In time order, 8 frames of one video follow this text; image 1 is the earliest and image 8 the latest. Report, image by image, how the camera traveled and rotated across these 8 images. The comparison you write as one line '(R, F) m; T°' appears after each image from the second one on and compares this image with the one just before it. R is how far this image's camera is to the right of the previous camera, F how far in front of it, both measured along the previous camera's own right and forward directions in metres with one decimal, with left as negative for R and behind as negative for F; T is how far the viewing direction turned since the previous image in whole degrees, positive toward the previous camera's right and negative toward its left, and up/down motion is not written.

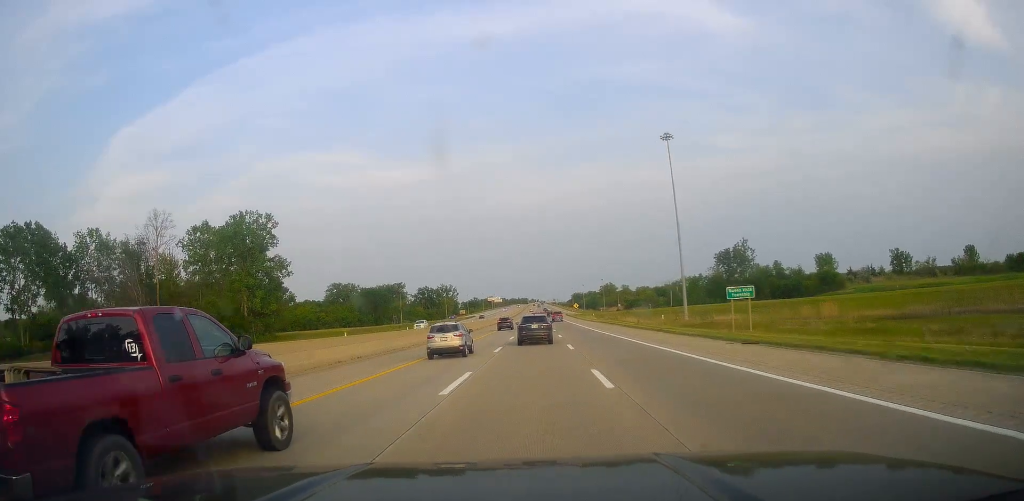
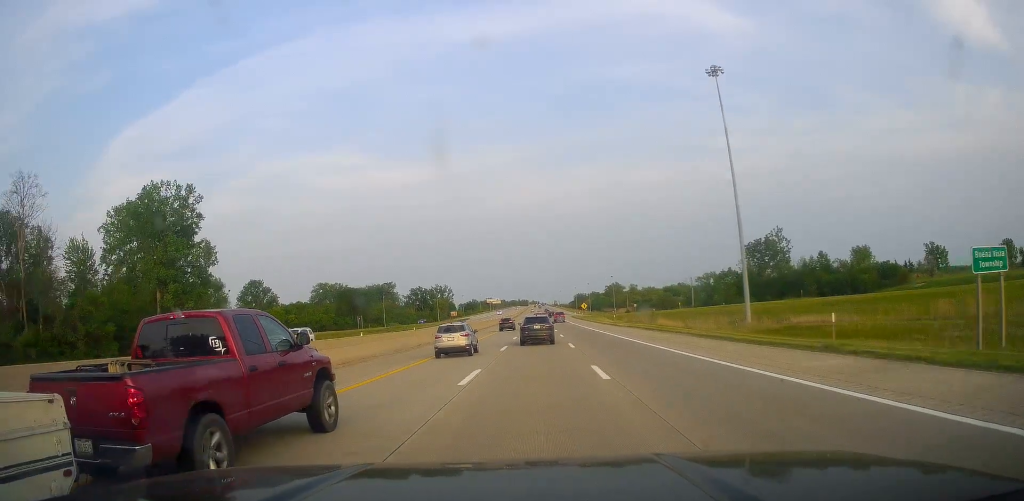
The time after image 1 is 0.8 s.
(-0.1, +28.5) m; 0°
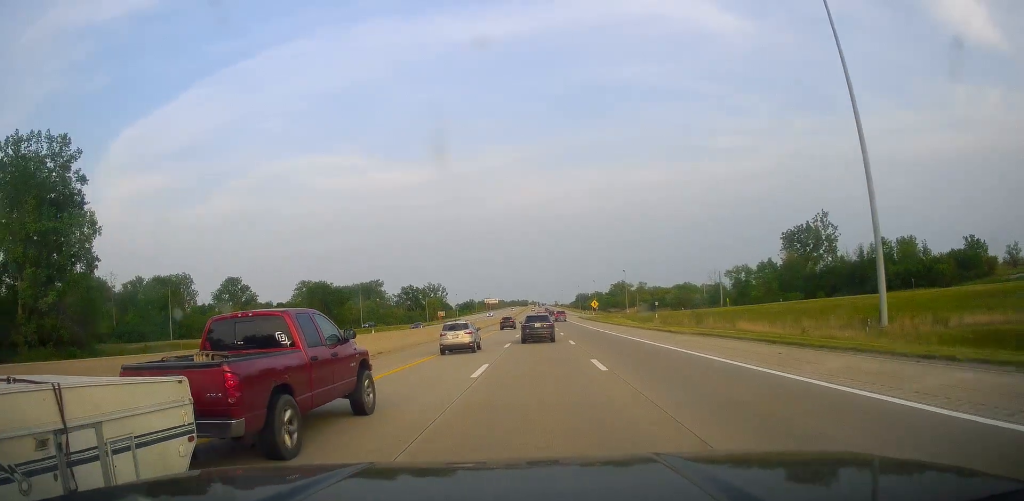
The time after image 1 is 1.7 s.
(+0.3, +28.5) m; +1°
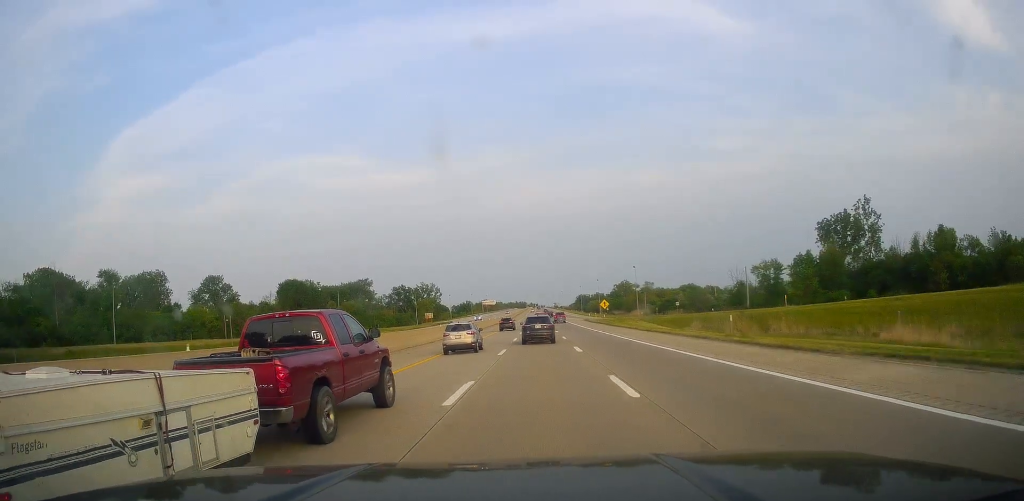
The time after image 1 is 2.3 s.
(+0.4, +20.5) m; 0°
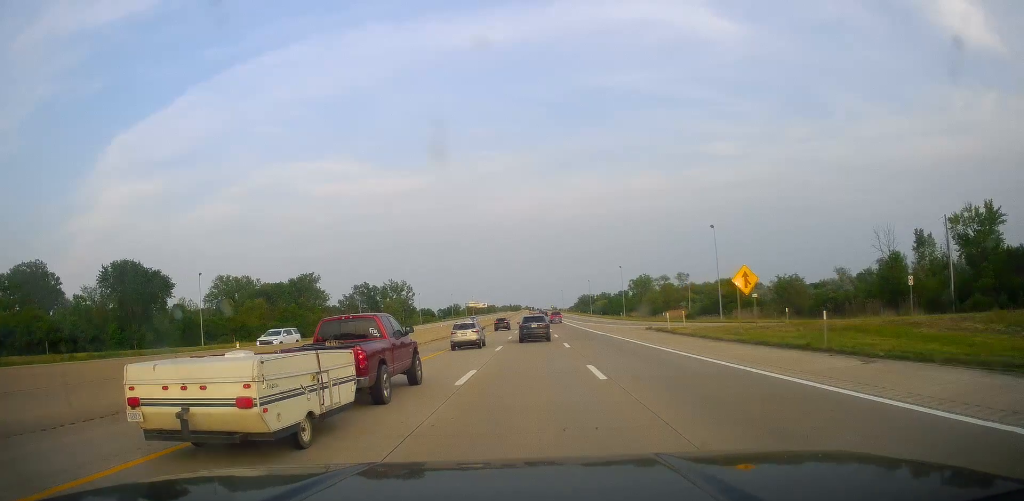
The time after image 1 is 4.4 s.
(-1.1, +72.9) m; -1°
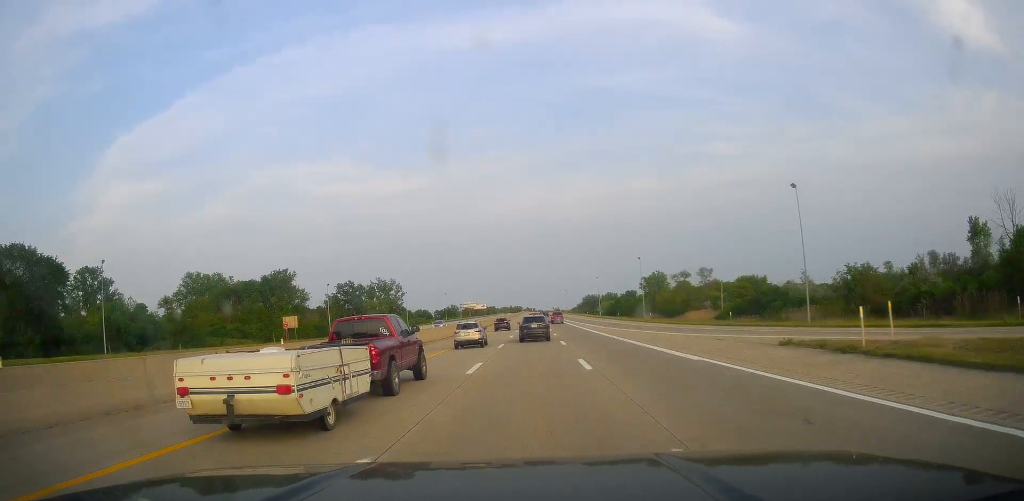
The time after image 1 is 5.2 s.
(-0.3, +27.4) m; 0°
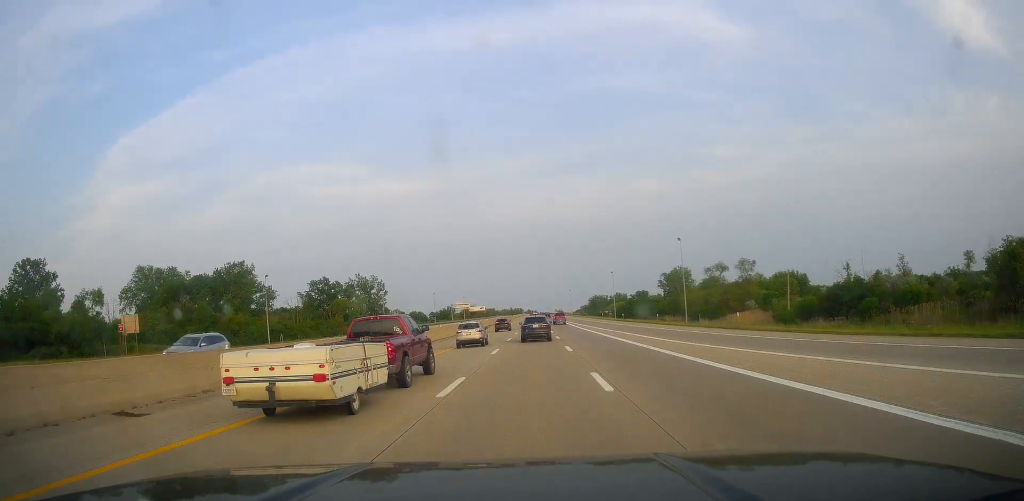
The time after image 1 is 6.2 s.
(+0.4, +35.5) m; +1°
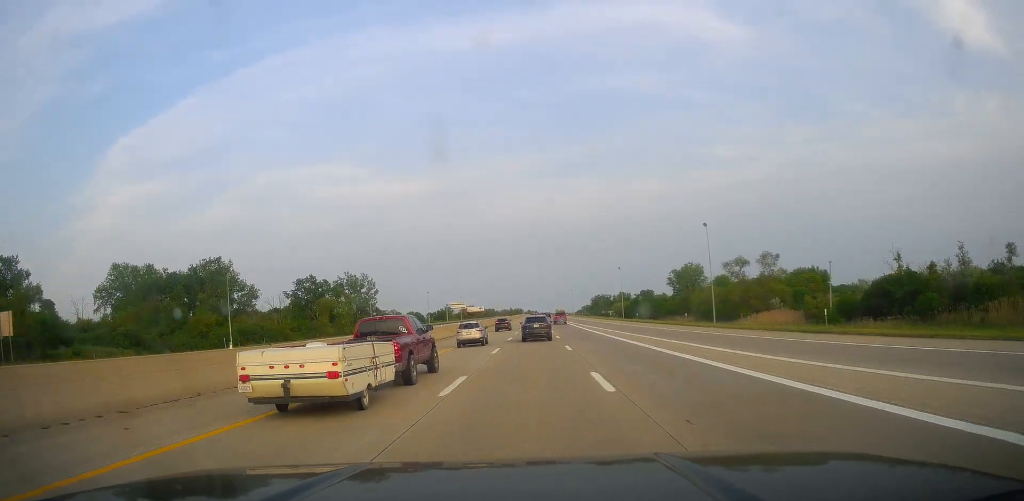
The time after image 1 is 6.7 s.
(0.0, +15.0) m; 0°
